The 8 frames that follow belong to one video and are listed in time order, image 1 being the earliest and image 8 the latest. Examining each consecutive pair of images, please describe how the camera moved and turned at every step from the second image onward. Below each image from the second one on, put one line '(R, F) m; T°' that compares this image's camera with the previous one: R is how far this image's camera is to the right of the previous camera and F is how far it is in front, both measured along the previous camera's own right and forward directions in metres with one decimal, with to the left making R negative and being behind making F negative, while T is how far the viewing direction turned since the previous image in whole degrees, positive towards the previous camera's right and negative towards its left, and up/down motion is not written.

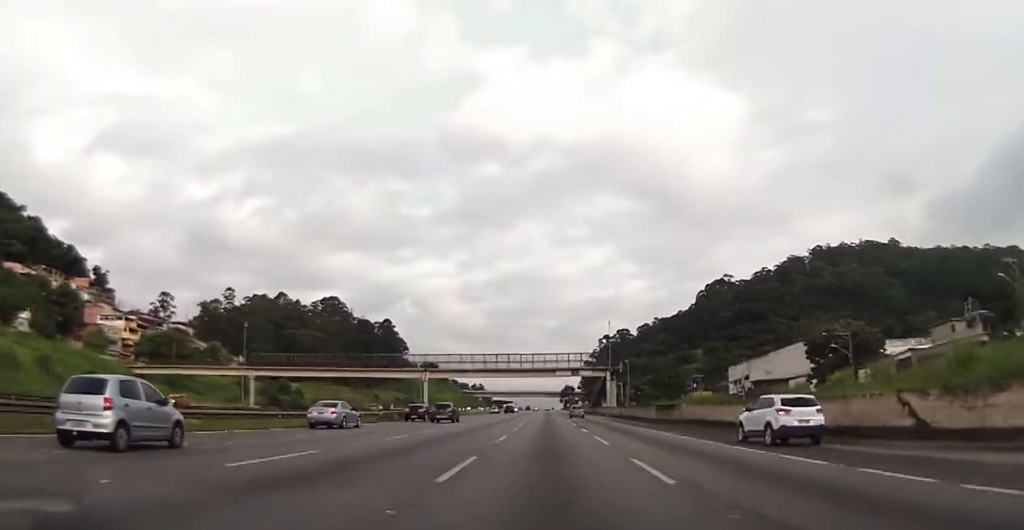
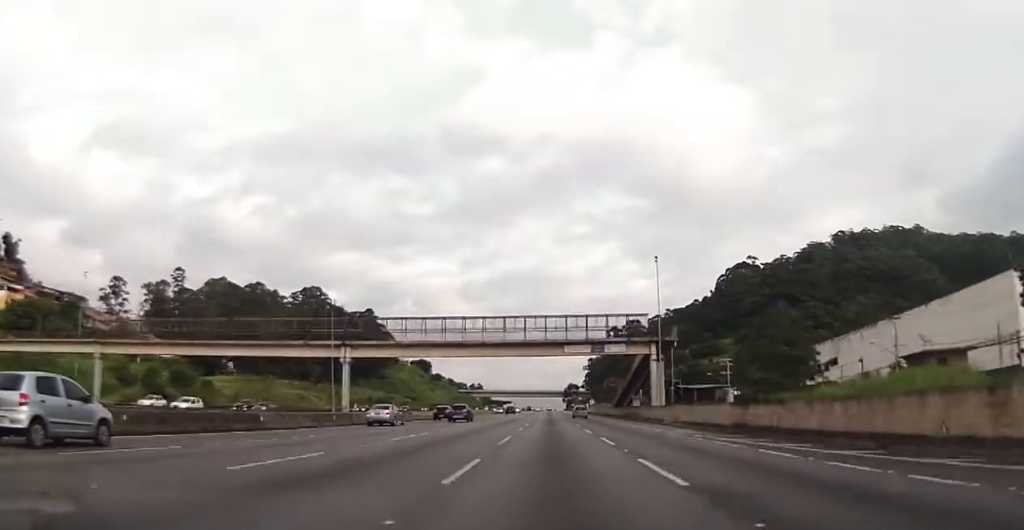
(+0.2, +48.9) m; 0°
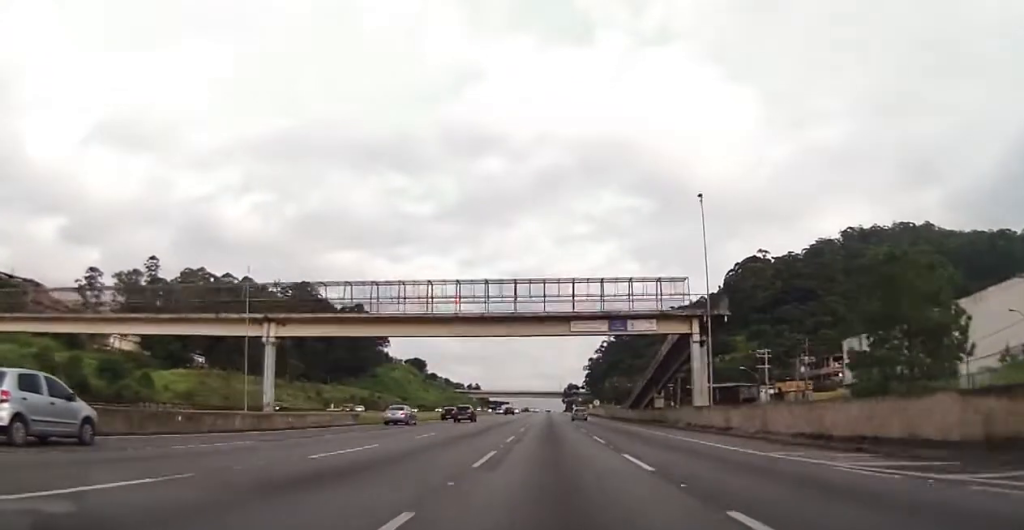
(0.0, +20.2) m; 0°
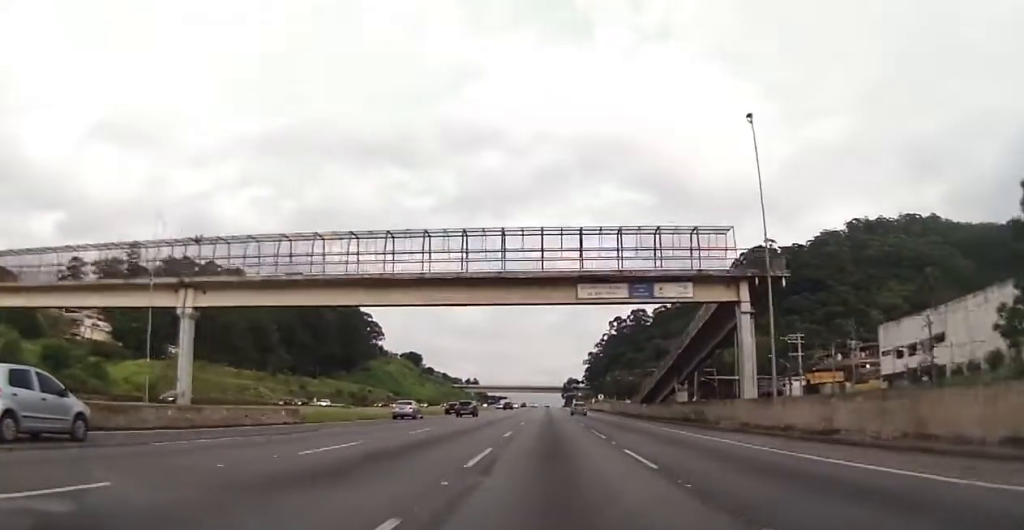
(0.0, +12.8) m; 0°
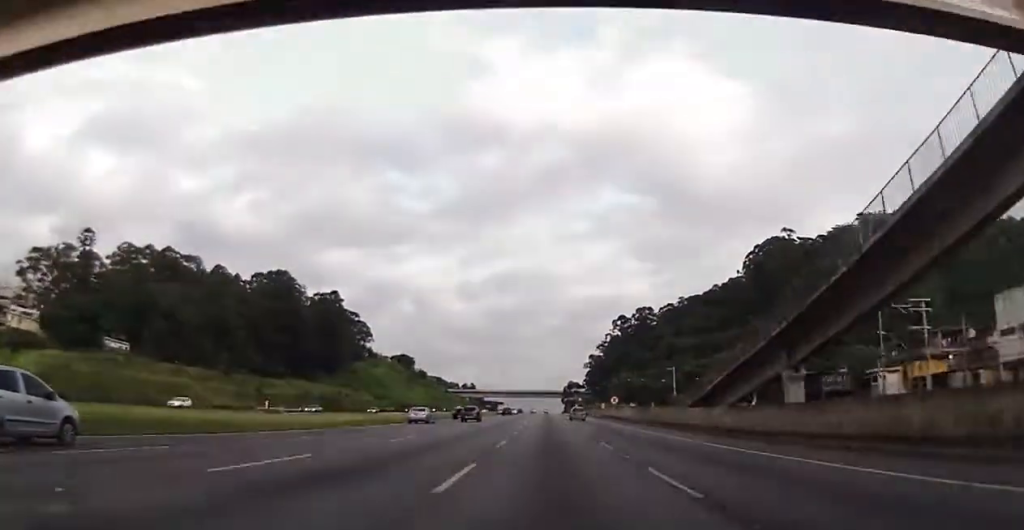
(0.0, +28.3) m; 0°
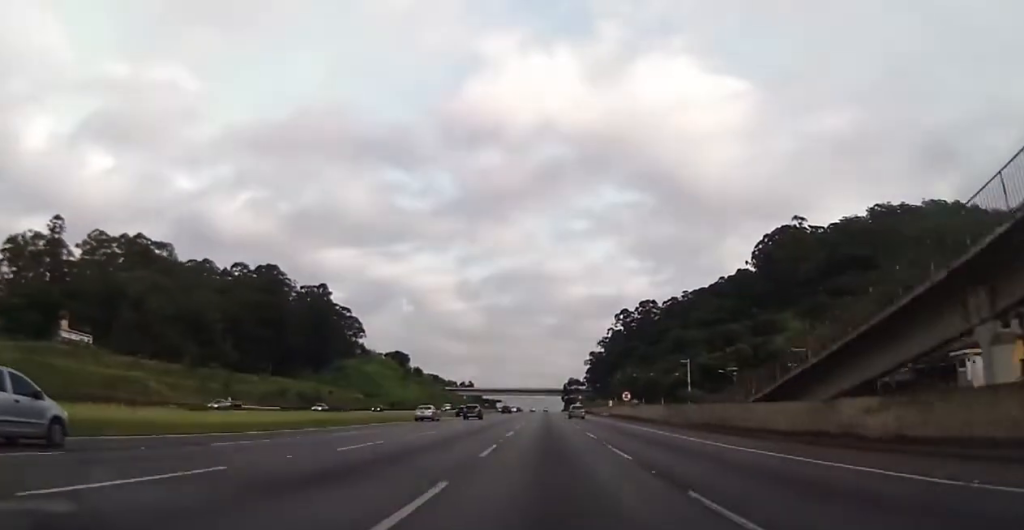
(0.0, +16.4) m; 0°
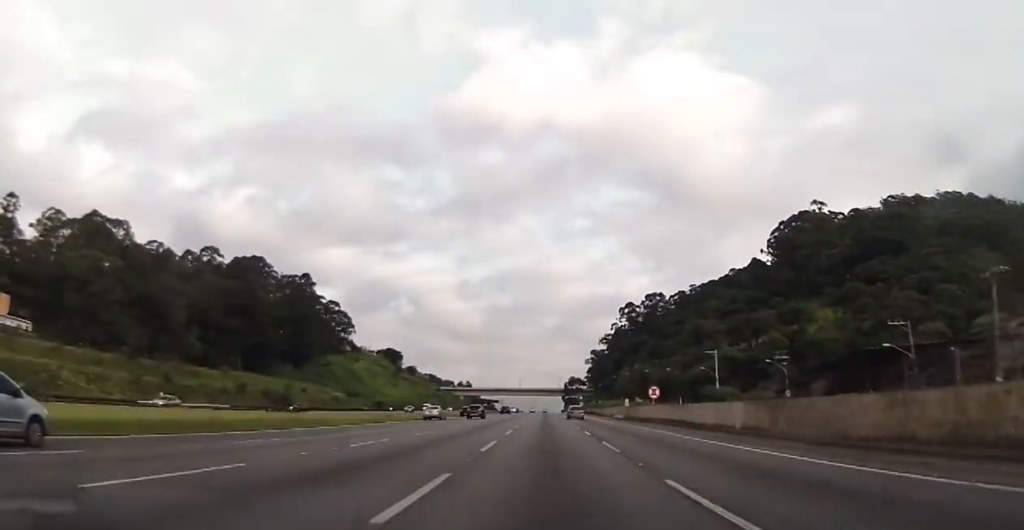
(0.0, +22.7) m; 0°
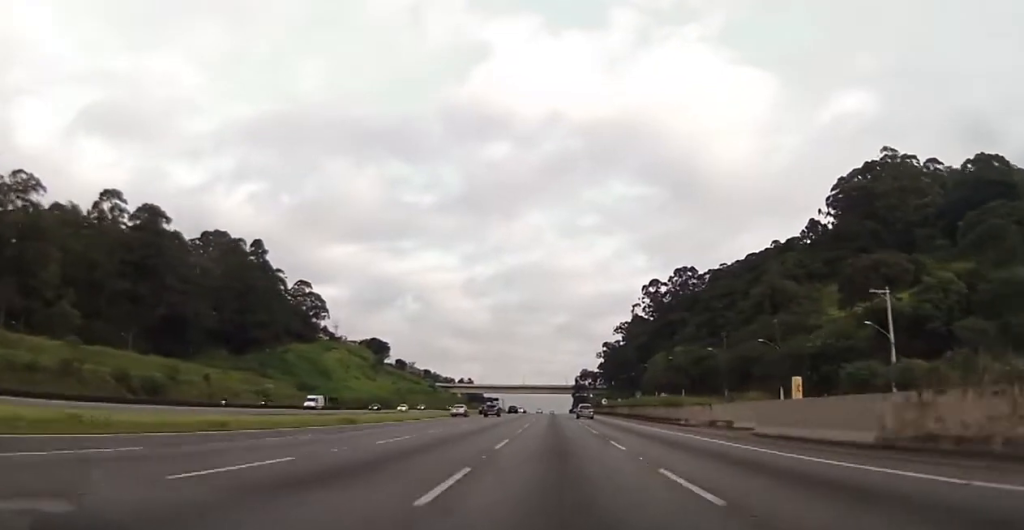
(+0.2, +58.6) m; 0°
